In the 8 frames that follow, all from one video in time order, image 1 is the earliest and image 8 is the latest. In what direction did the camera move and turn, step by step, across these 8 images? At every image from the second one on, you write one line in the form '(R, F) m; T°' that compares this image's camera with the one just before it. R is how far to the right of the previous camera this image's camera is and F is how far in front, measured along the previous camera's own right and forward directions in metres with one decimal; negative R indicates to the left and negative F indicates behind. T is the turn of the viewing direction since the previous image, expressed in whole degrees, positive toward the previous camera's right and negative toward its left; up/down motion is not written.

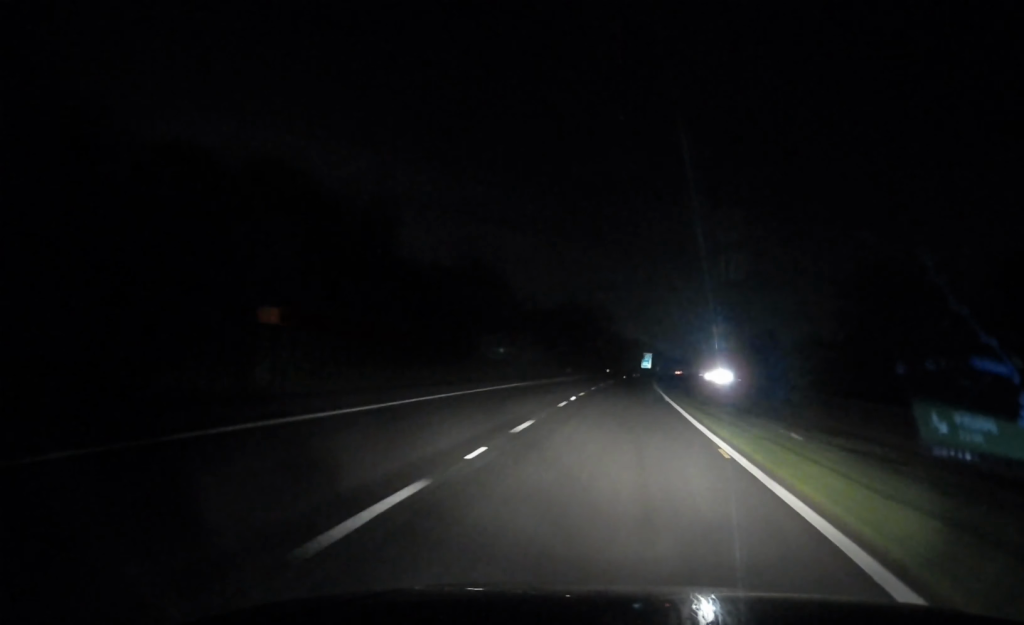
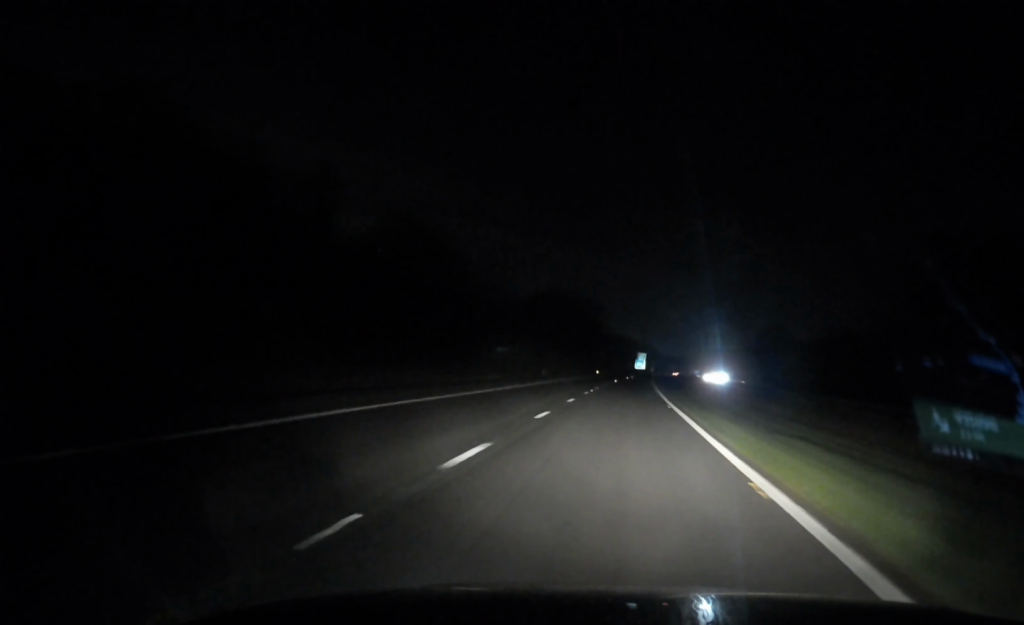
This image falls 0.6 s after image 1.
(+0.1, +22.5) m; +1°
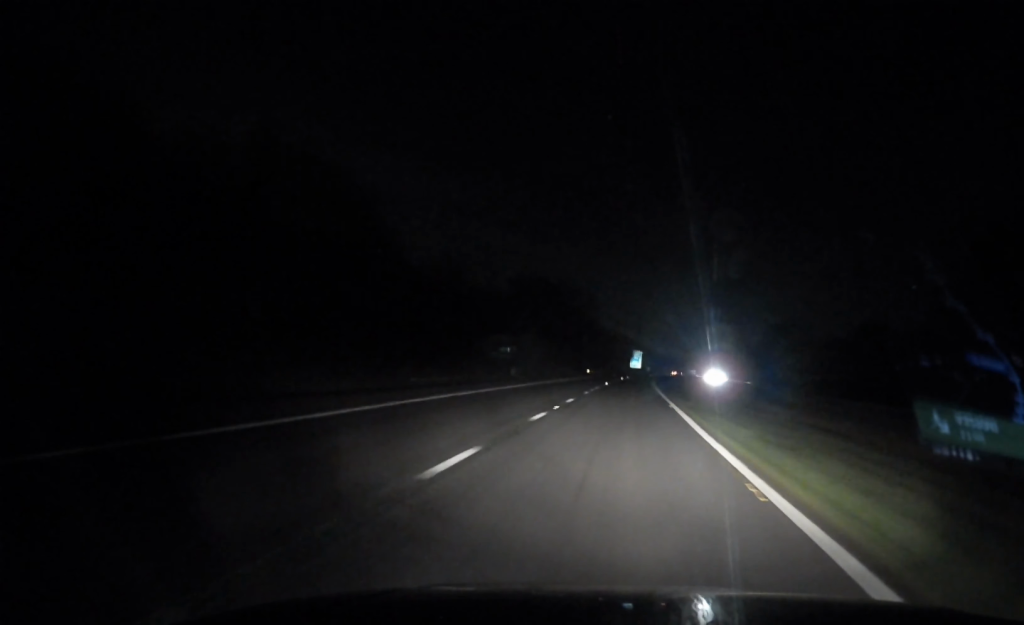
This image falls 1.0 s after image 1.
(+0.1, +18.3) m; +1°
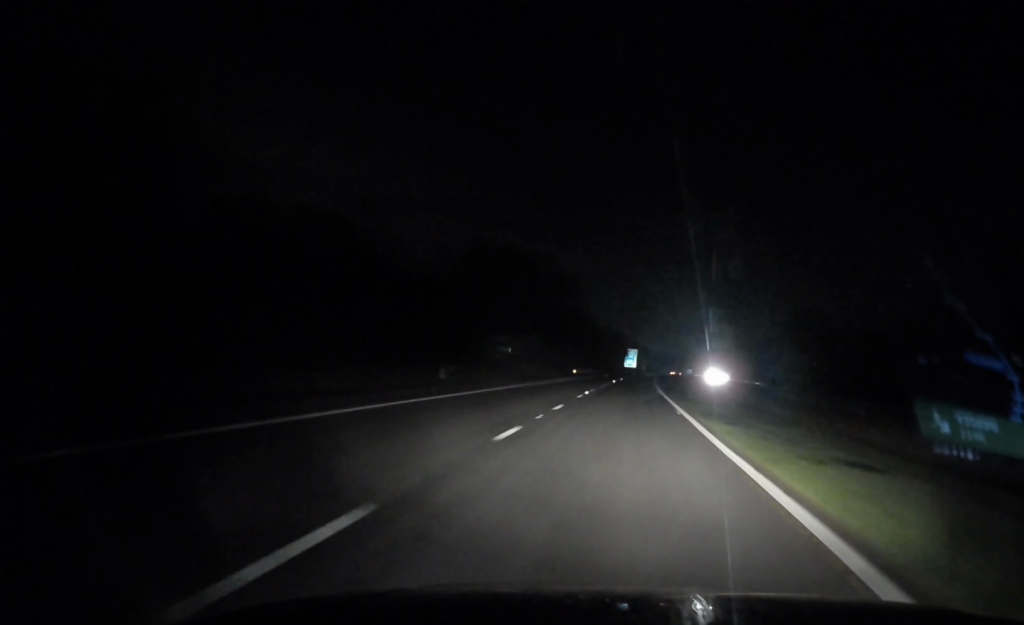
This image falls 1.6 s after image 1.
(+0.2, +21.5) m; 0°
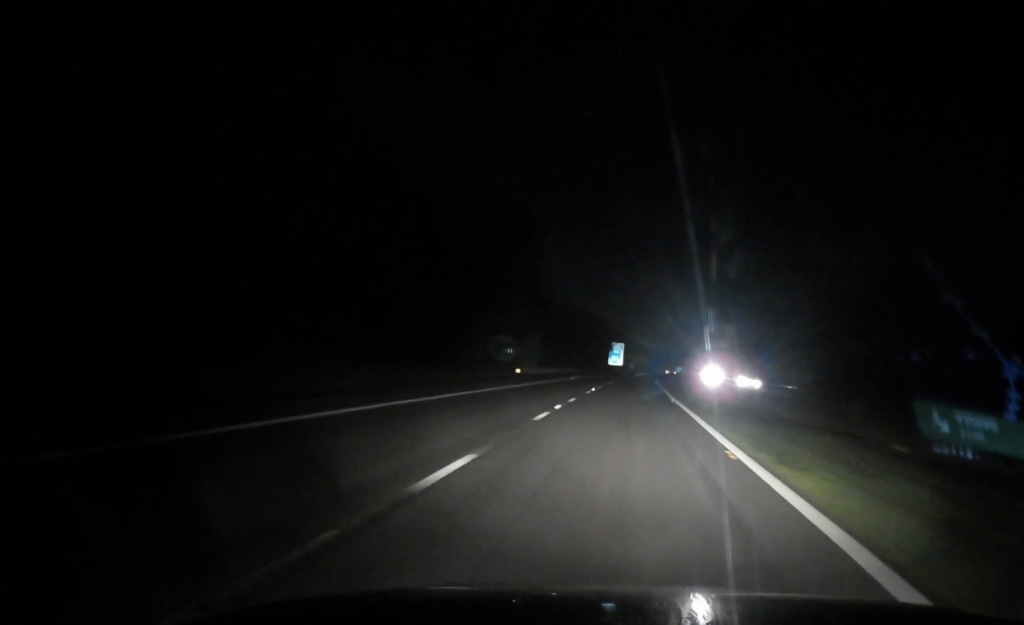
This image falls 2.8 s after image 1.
(+0.2, +47.1) m; +1°
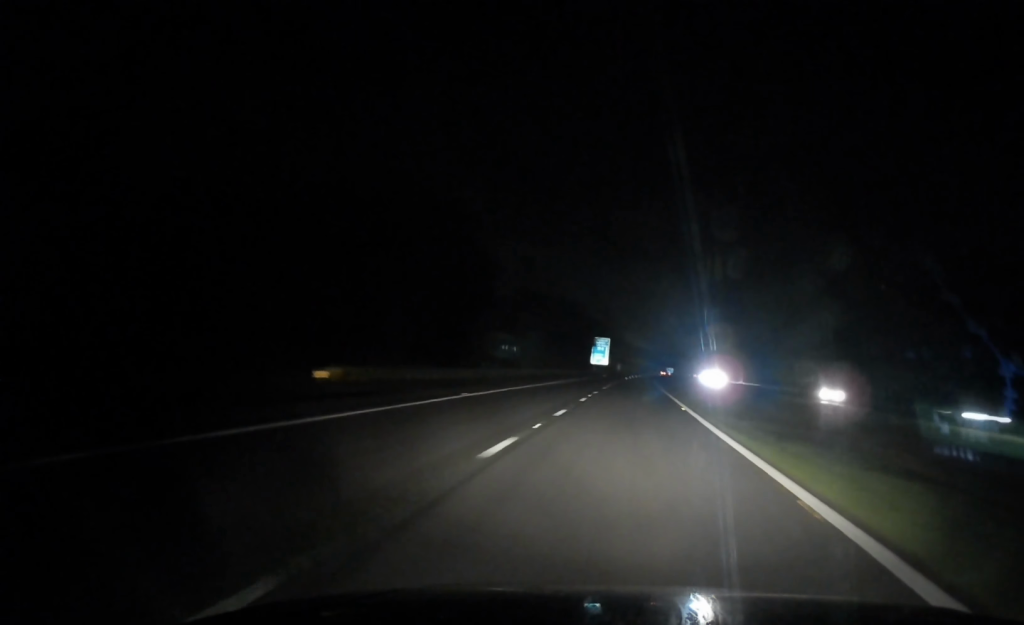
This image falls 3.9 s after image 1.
(+0.5, +41.2) m; +1°
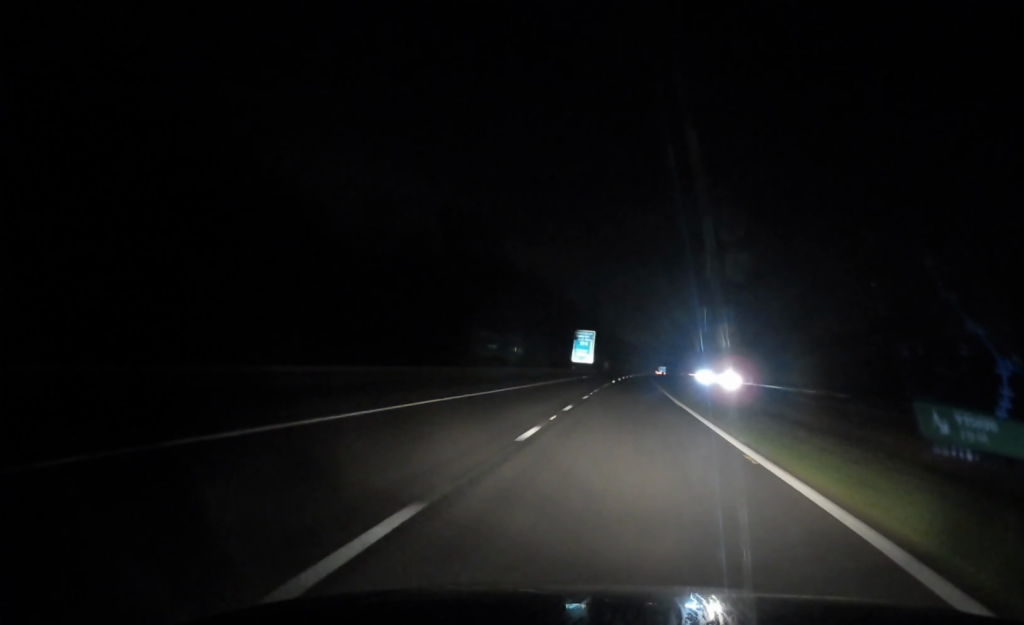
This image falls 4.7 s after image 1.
(0.0, +32.4) m; +1°
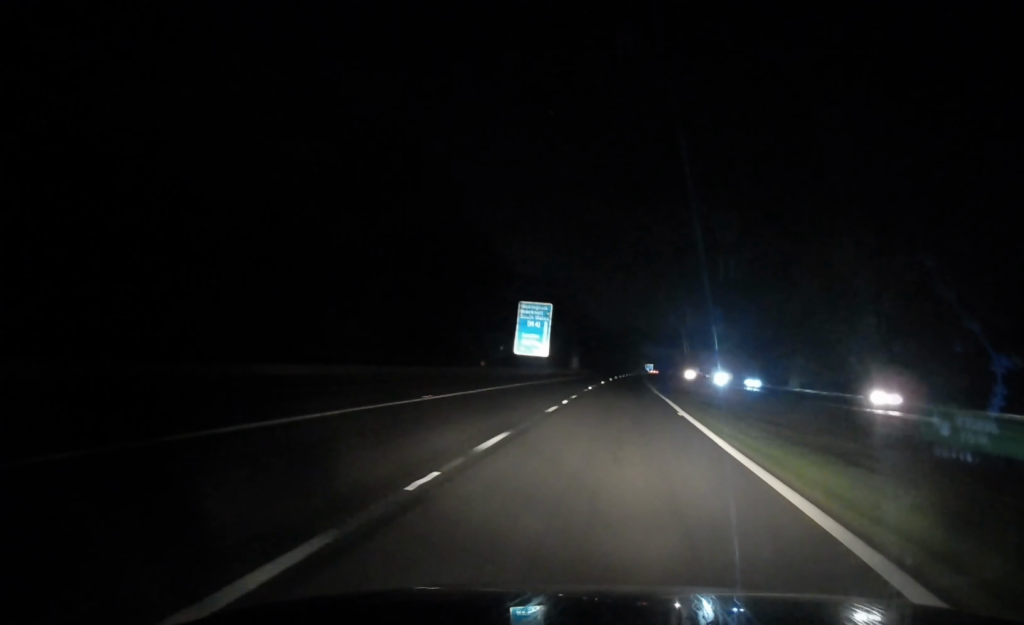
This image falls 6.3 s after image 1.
(+1.2, +62.1) m; +2°
